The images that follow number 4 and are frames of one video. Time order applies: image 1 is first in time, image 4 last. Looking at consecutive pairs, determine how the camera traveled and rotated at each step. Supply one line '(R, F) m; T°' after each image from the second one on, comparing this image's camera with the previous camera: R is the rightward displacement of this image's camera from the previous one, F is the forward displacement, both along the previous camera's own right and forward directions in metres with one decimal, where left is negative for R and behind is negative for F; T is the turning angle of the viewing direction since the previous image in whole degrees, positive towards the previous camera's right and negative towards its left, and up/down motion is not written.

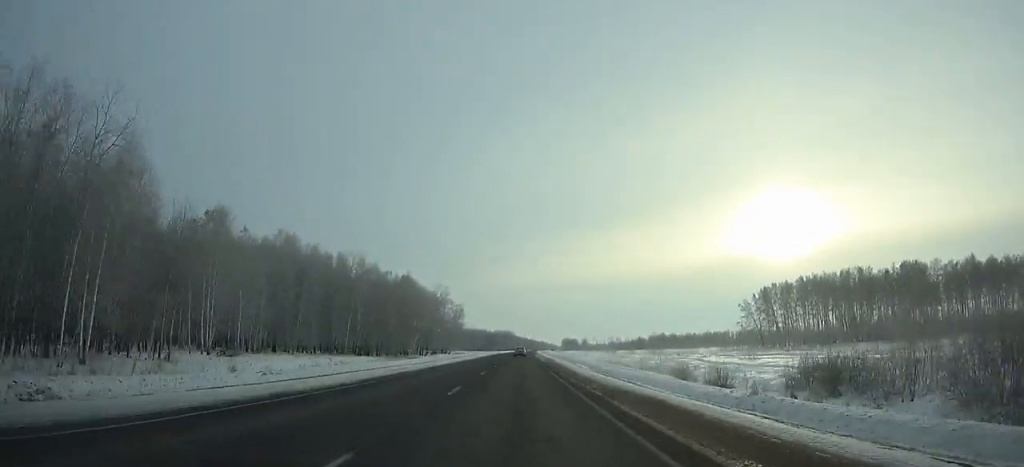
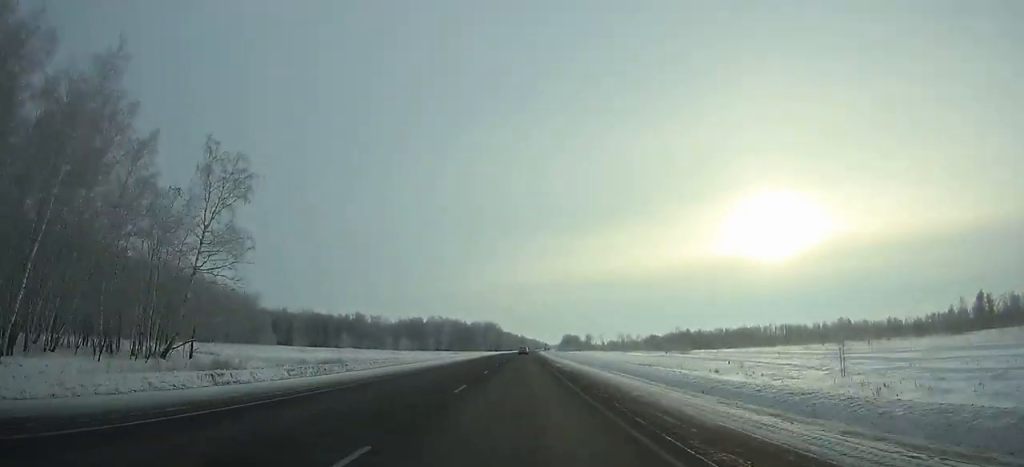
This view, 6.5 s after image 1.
(+1.5, +155.9) m; +1°
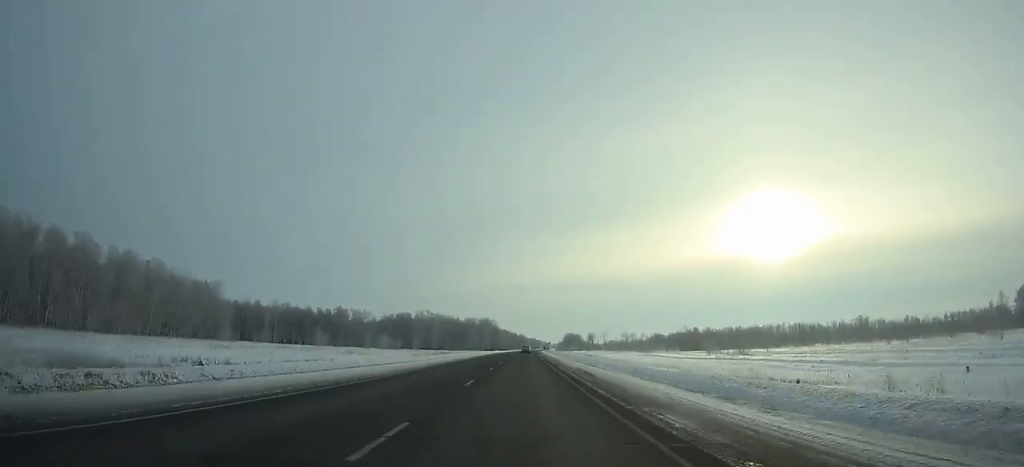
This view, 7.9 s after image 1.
(+0.1, +34.2) m; 0°
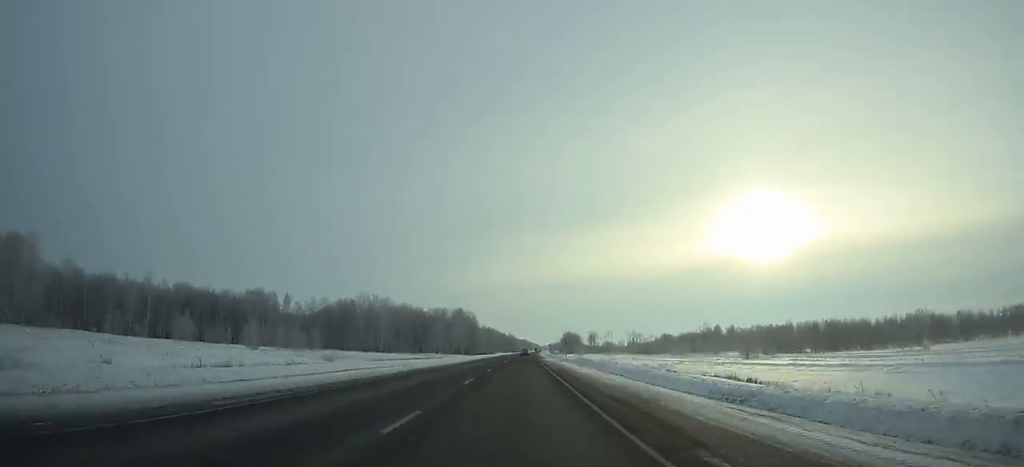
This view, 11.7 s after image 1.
(+0.4, +93.9) m; +1°
